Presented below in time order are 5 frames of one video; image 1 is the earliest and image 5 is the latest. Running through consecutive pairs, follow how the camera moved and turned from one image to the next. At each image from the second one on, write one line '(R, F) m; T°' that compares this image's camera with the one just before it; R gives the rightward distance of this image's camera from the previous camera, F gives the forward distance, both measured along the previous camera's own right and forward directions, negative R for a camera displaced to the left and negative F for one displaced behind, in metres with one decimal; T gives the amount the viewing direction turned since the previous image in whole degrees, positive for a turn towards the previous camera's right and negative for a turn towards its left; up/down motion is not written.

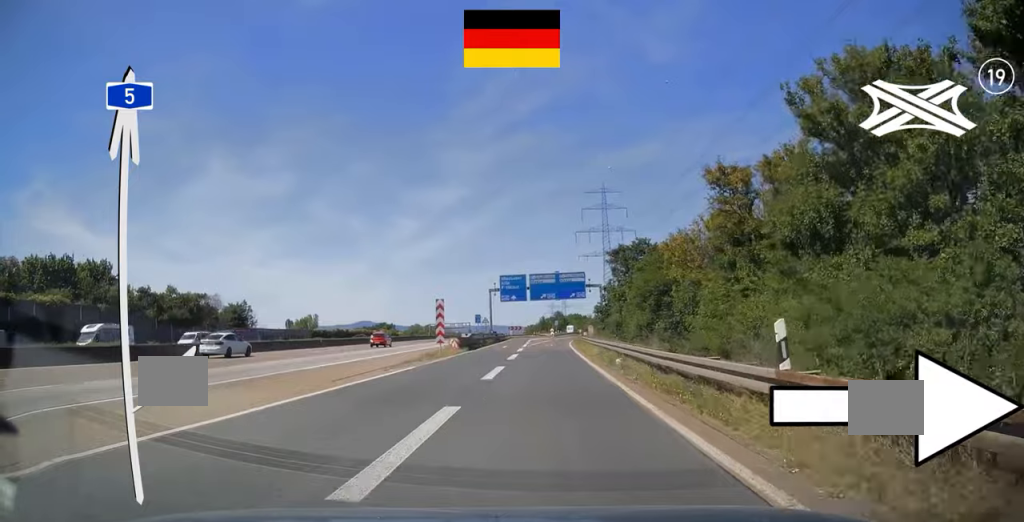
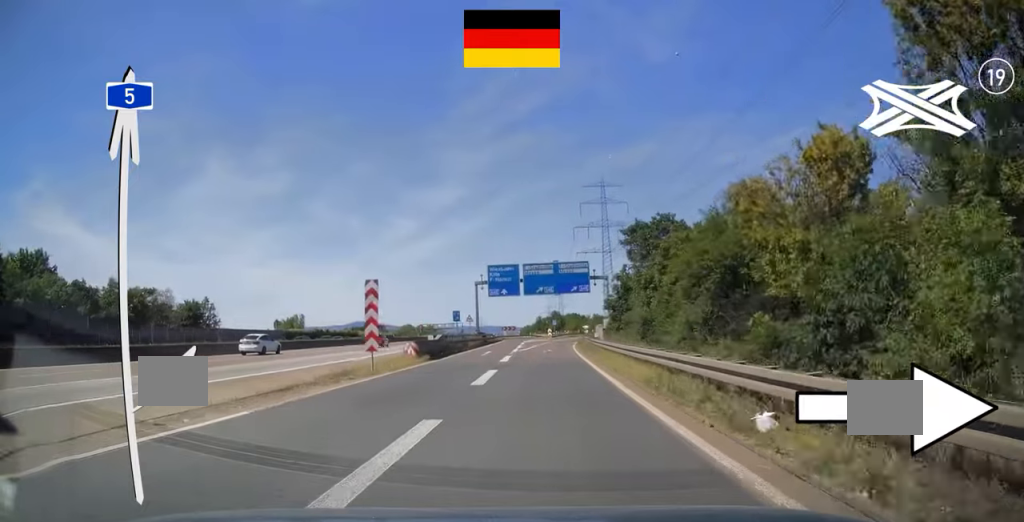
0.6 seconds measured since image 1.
(+0.1, +13.8) m; 0°
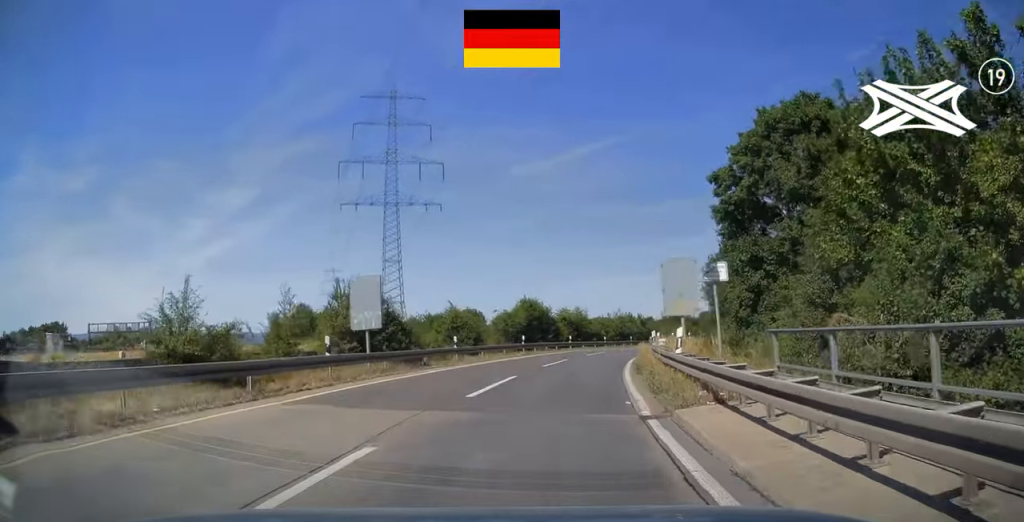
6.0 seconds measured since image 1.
(+11.9, +114.8) m; +20°
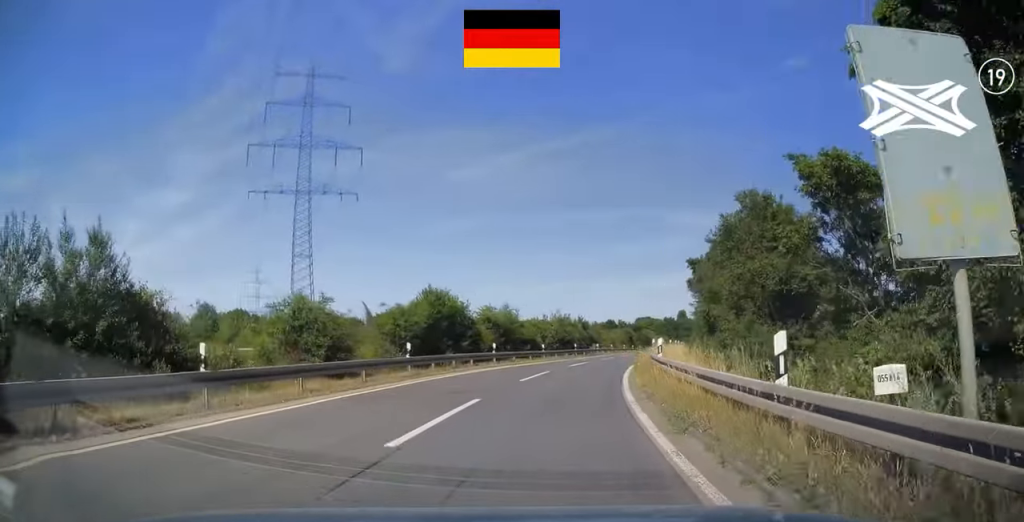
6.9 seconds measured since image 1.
(+0.8, +17.0) m; +6°
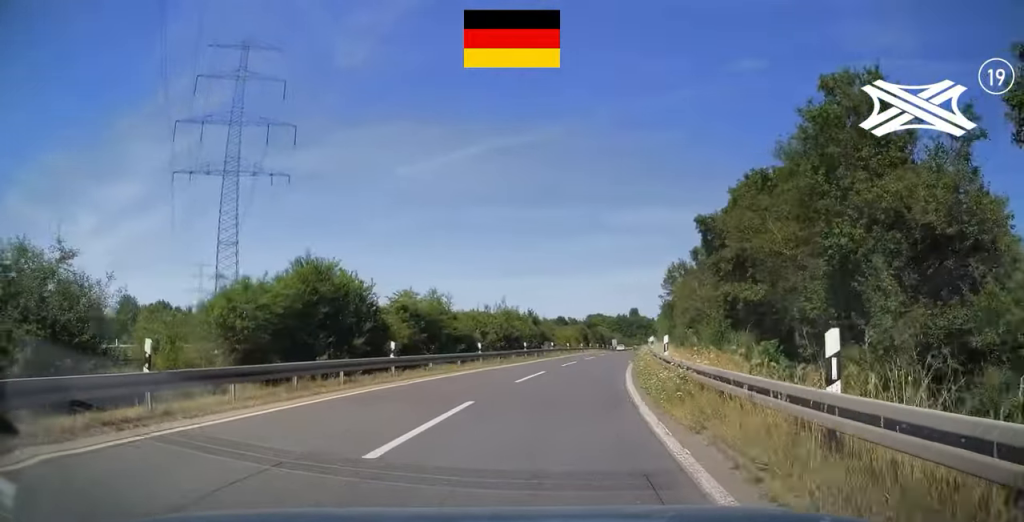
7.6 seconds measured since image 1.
(+0.5, +13.3) m; +5°
